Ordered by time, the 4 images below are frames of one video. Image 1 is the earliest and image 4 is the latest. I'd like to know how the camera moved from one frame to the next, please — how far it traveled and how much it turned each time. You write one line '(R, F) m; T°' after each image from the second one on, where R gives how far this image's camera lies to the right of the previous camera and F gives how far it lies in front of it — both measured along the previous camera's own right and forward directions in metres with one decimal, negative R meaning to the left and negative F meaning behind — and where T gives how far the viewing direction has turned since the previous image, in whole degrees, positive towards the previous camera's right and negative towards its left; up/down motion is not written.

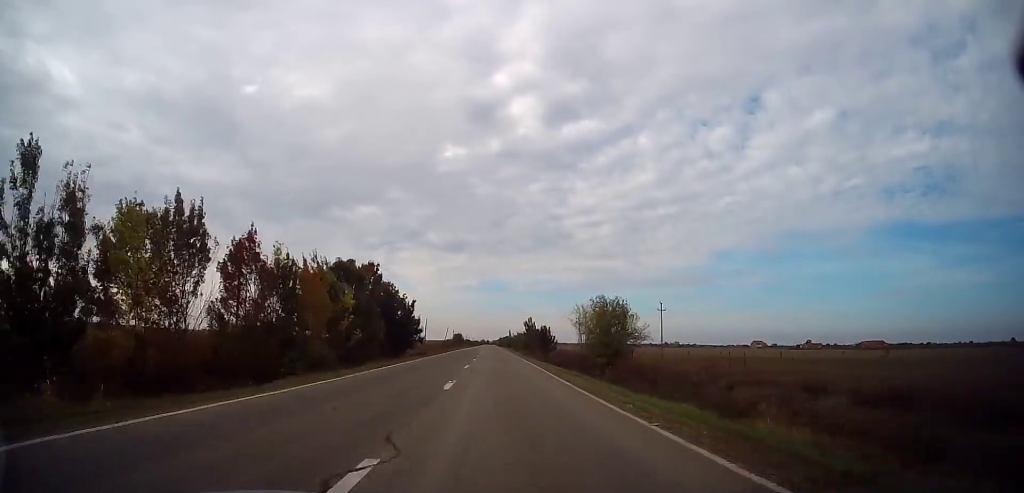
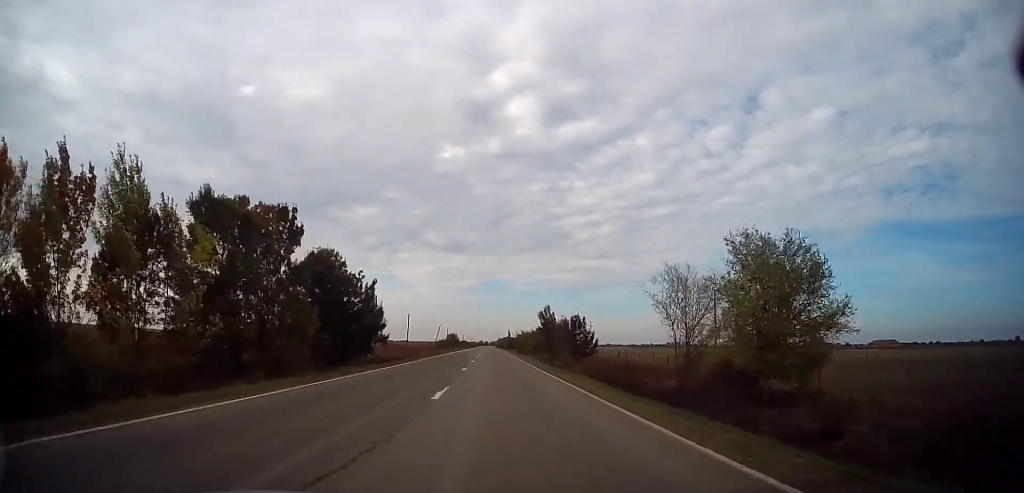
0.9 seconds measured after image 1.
(+0.3, +24.8) m; +1°
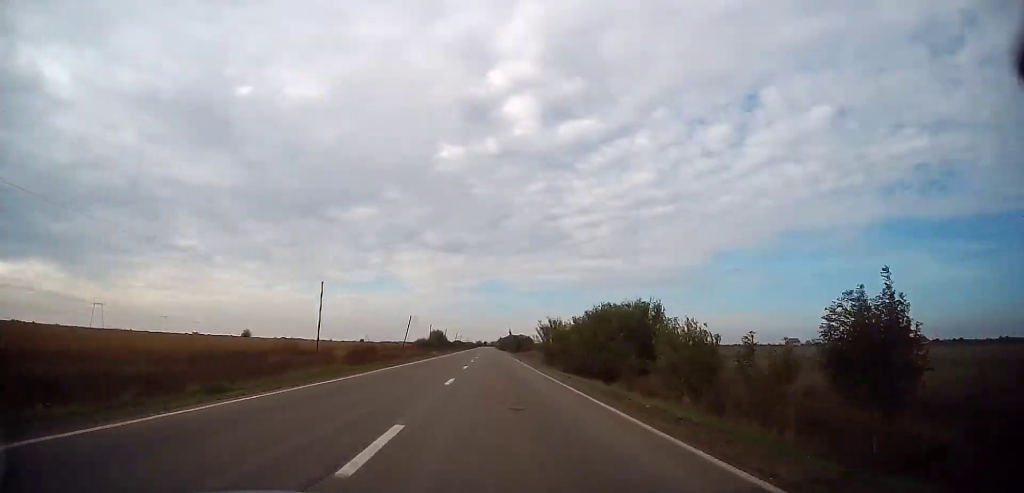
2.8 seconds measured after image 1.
(0.0, +52.1) m; 0°
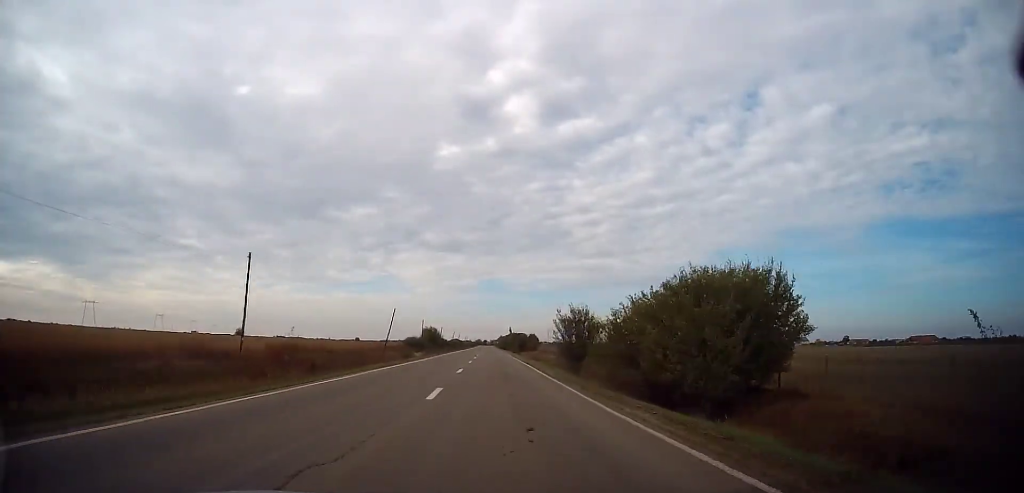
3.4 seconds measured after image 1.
(-0.1, +15.7) m; 0°
